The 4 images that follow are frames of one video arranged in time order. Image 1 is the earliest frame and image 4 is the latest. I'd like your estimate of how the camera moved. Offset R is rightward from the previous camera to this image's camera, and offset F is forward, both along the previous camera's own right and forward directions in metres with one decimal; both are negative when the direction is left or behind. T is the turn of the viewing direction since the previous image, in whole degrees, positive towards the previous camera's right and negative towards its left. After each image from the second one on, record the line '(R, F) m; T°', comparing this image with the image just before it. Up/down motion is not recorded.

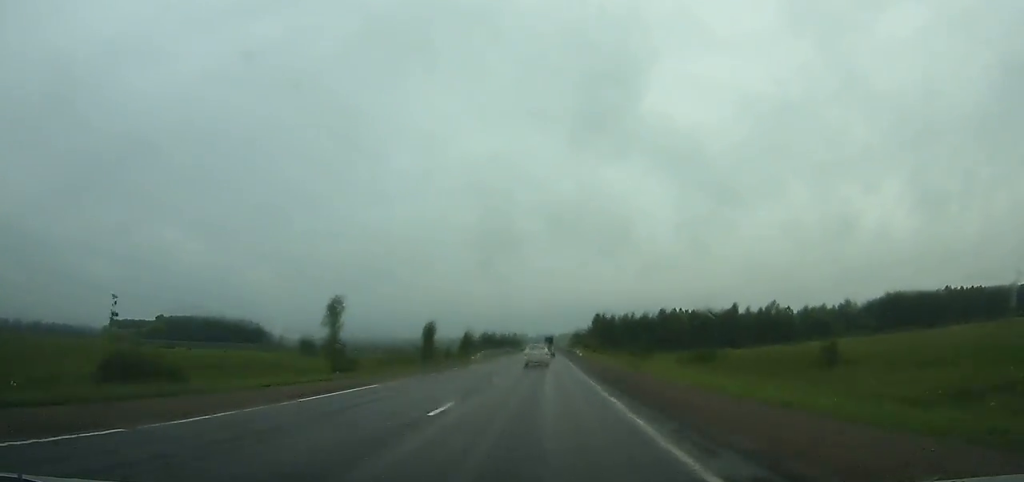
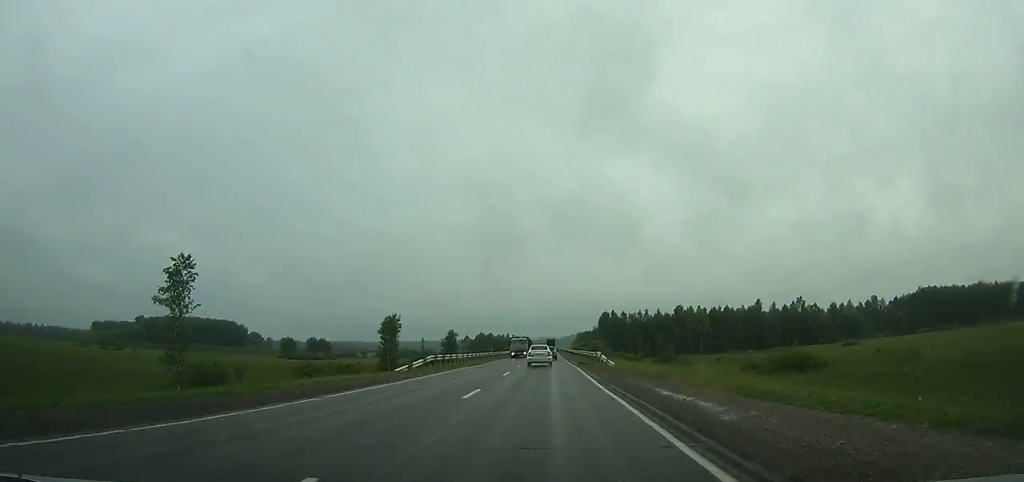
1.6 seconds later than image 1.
(0.0, +31.6) m; 0°
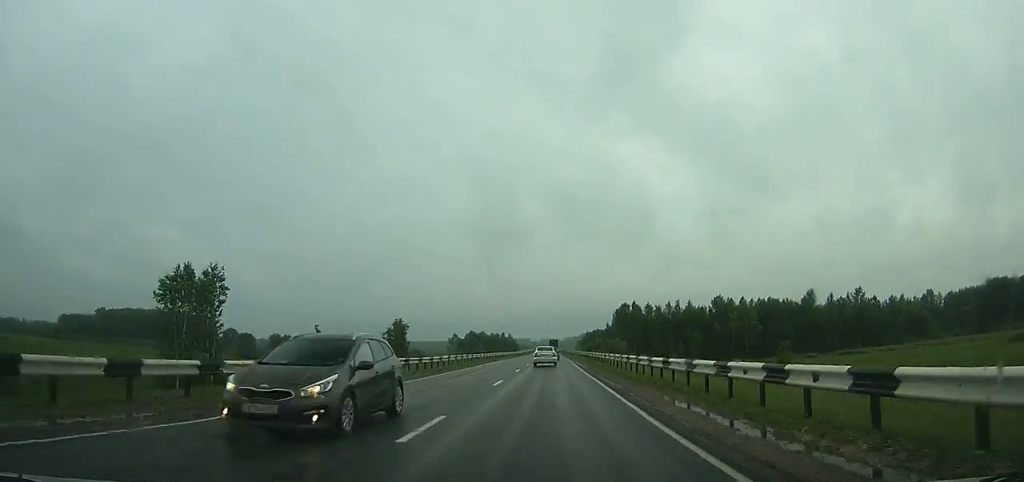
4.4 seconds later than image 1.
(+0.1, +54.9) m; 0°
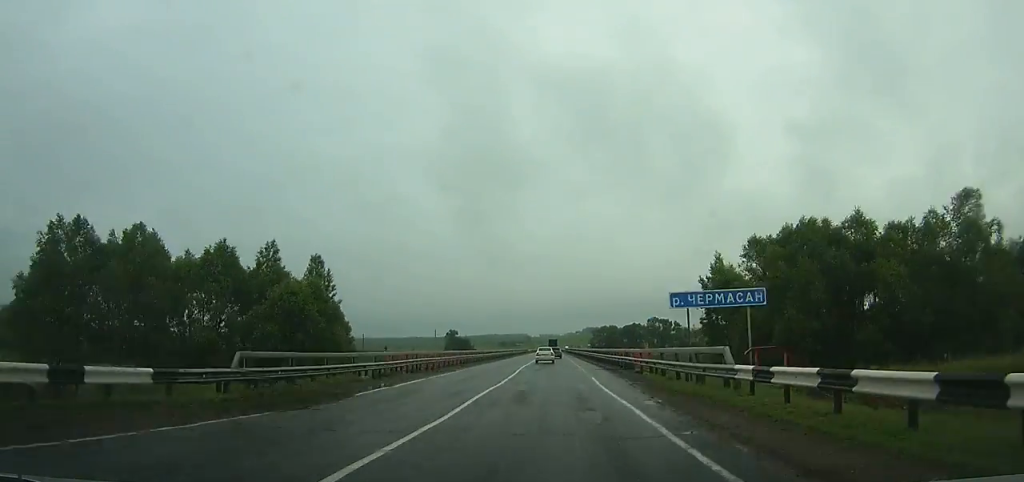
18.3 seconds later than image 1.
(+1.4, +266.4) m; 0°
